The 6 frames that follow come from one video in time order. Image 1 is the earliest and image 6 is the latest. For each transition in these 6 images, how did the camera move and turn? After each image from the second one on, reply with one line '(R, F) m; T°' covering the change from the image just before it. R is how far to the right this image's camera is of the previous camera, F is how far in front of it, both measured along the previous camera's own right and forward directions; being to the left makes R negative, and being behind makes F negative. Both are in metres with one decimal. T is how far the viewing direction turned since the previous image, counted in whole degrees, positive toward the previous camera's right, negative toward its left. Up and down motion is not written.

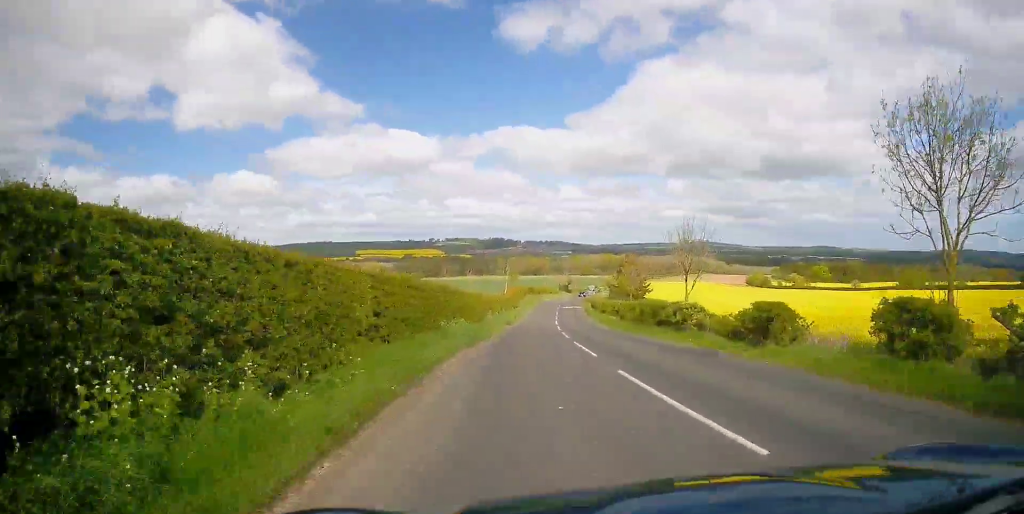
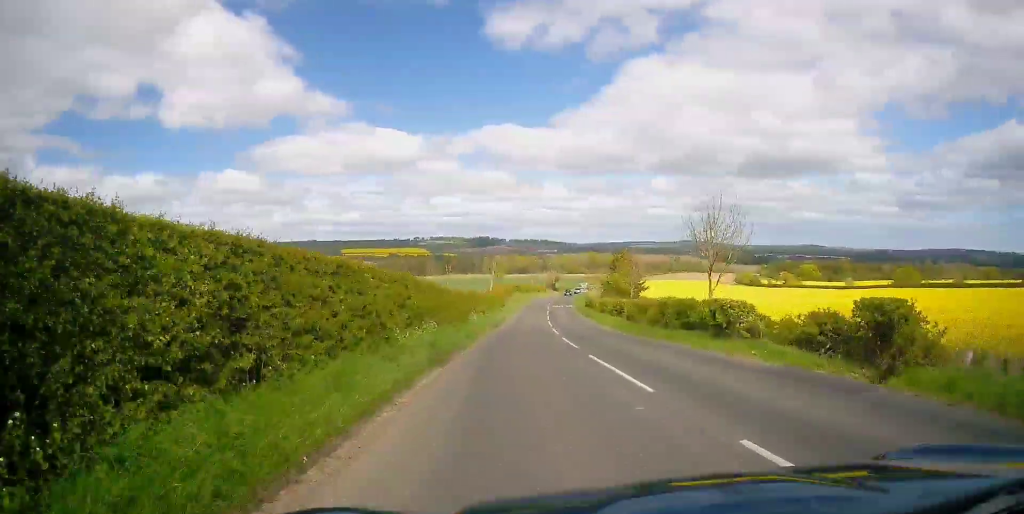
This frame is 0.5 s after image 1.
(0.0, +4.8) m; +1°
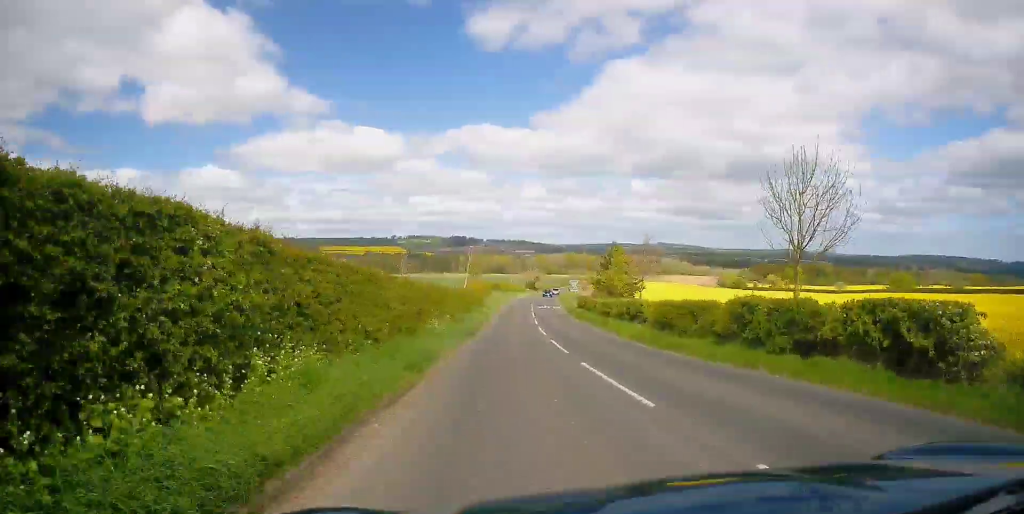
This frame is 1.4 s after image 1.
(+0.2, +8.9) m; +3°
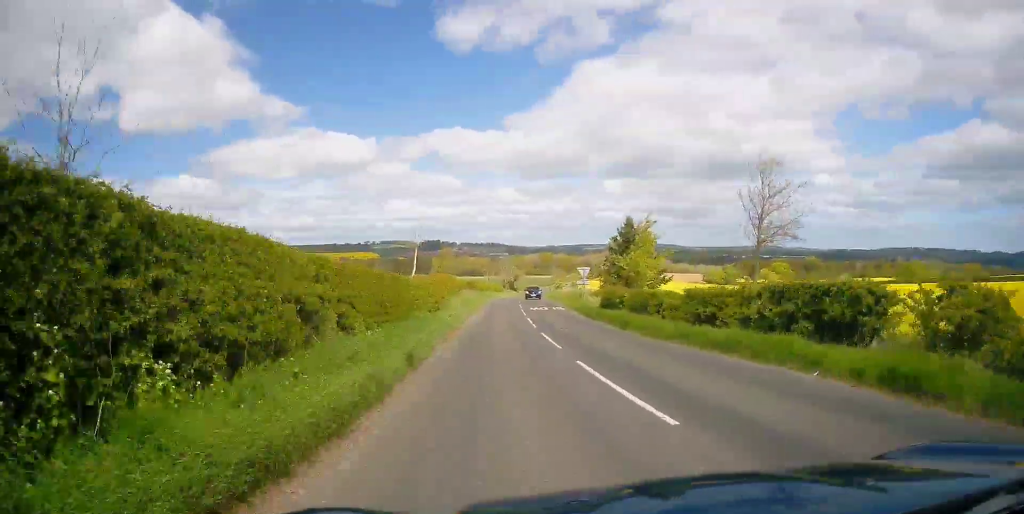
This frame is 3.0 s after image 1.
(+0.7, +17.8) m; +3°
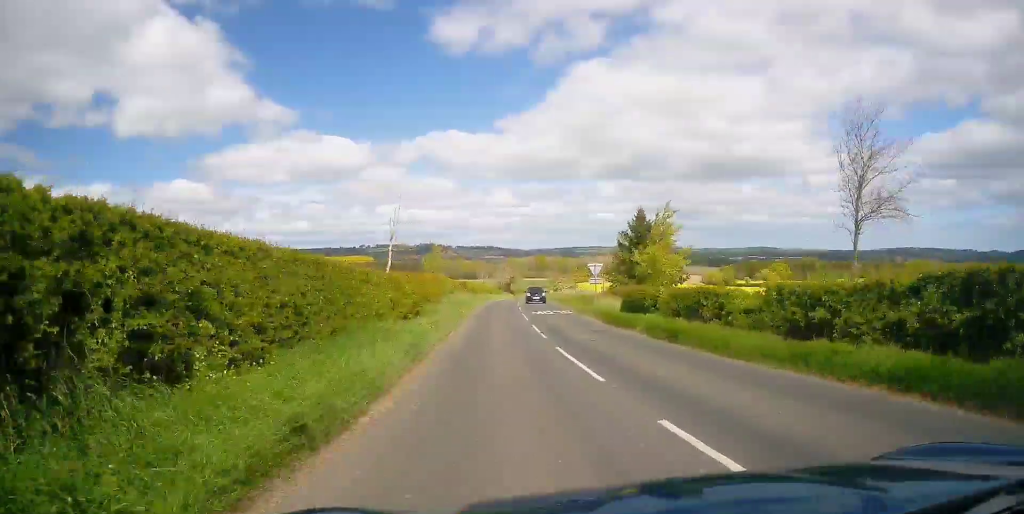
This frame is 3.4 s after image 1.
(0.0, +5.4) m; 0°
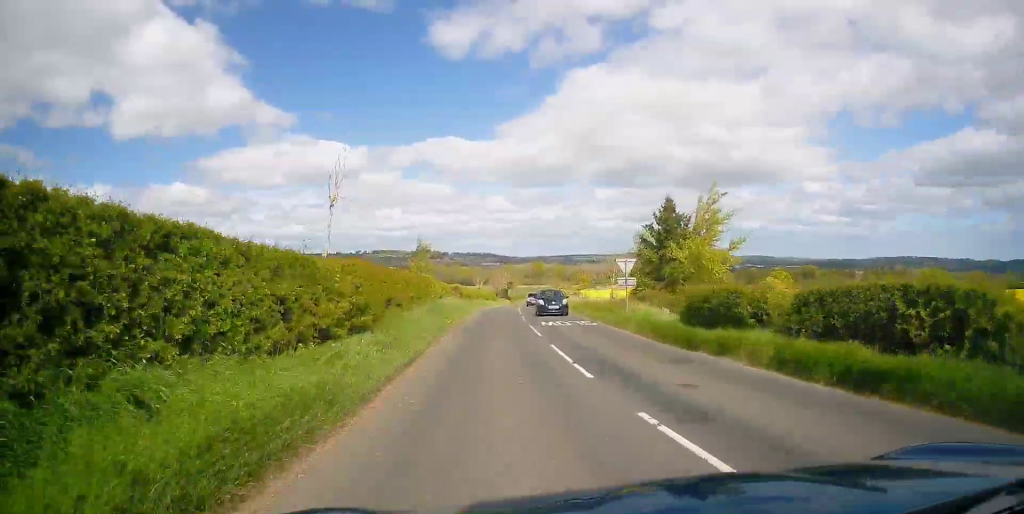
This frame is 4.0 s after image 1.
(0.0, +7.9) m; +1°
